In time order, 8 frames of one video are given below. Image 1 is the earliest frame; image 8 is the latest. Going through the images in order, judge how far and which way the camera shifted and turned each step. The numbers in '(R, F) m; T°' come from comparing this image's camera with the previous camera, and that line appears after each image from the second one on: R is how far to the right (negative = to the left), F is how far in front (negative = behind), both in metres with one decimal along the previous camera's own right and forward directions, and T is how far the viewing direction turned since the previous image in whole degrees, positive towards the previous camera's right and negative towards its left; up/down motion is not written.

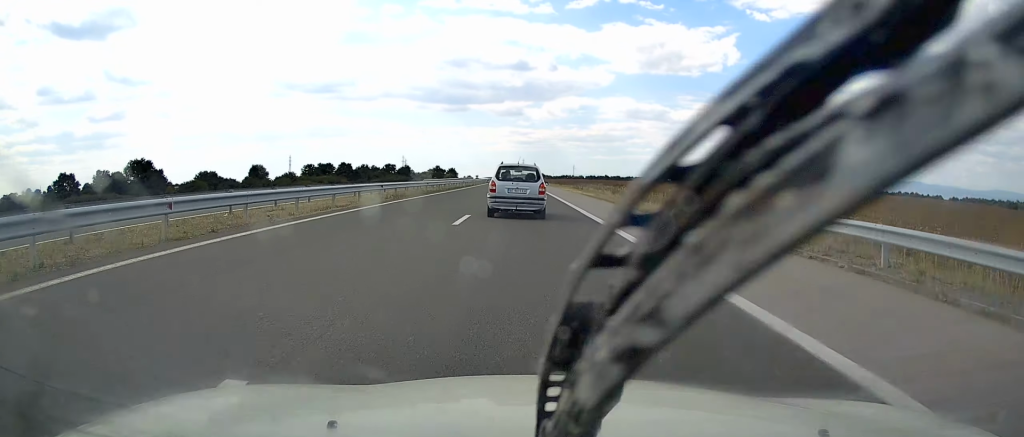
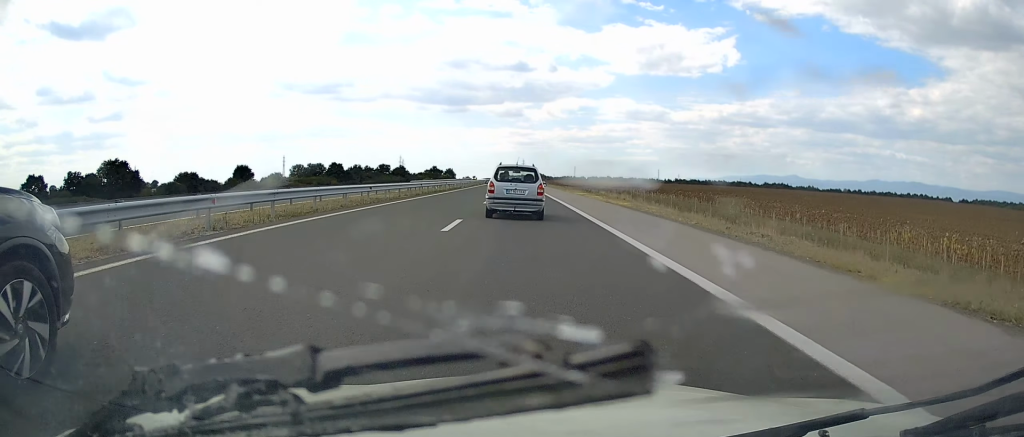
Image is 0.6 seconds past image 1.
(-0.2, +17.9) m; 0°
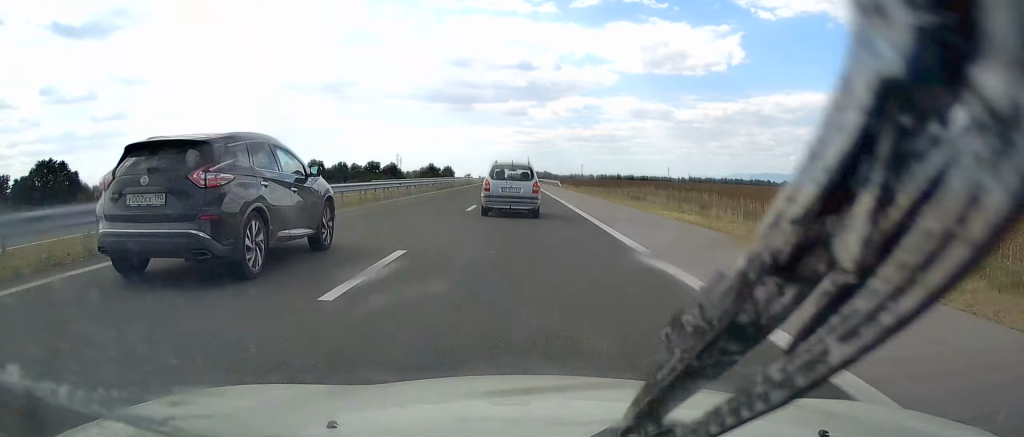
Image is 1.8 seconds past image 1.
(-0.2, +39.9) m; 0°
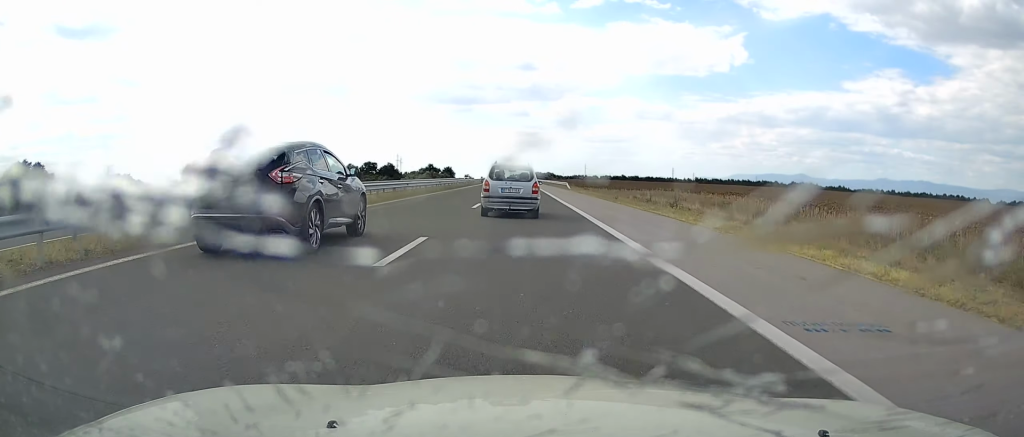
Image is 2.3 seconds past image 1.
(0.0, +13.6) m; 0°
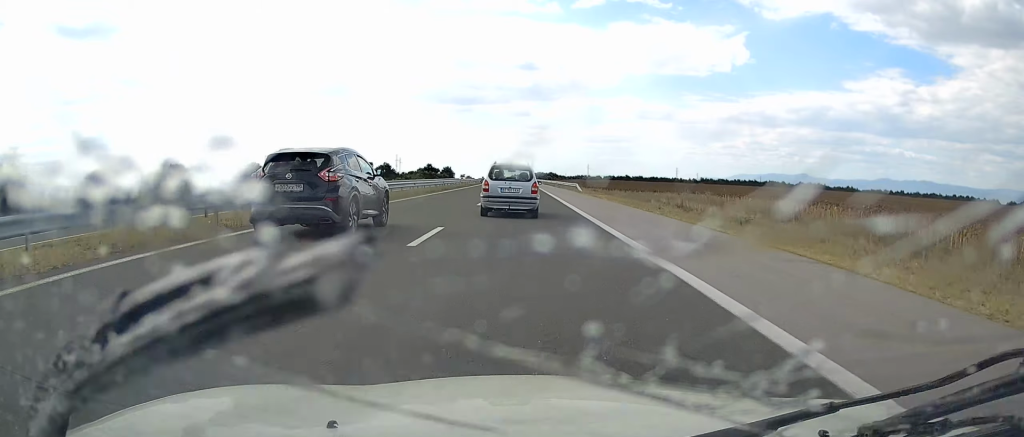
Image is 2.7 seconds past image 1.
(0.0, +13.6) m; 0°
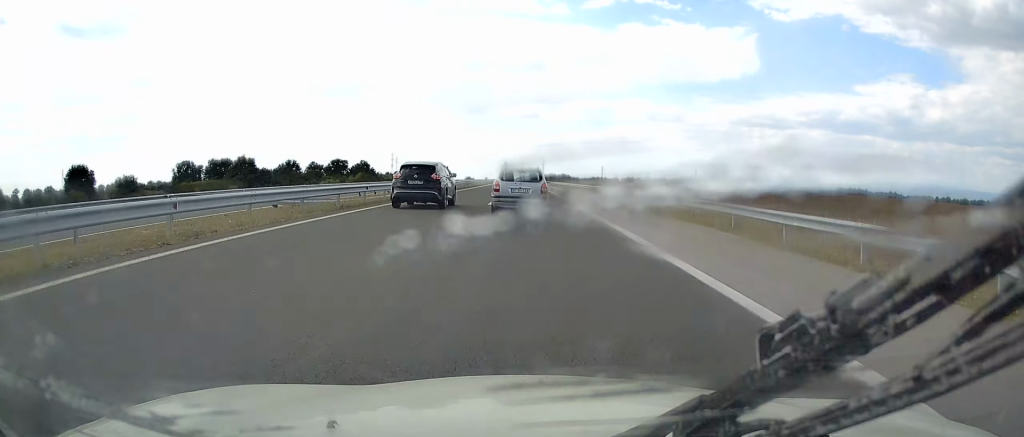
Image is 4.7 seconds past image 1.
(-0.3, +62.7) m; 0°
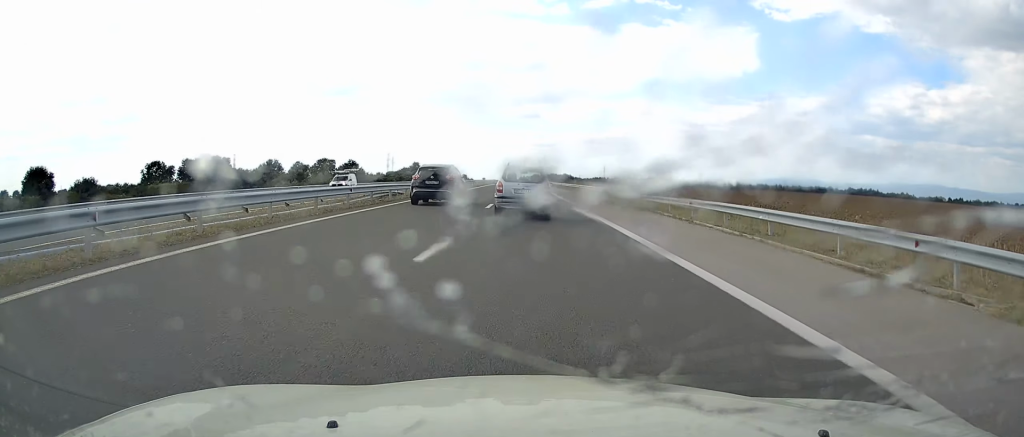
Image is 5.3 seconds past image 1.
(0.0, +18.8) m; 0°
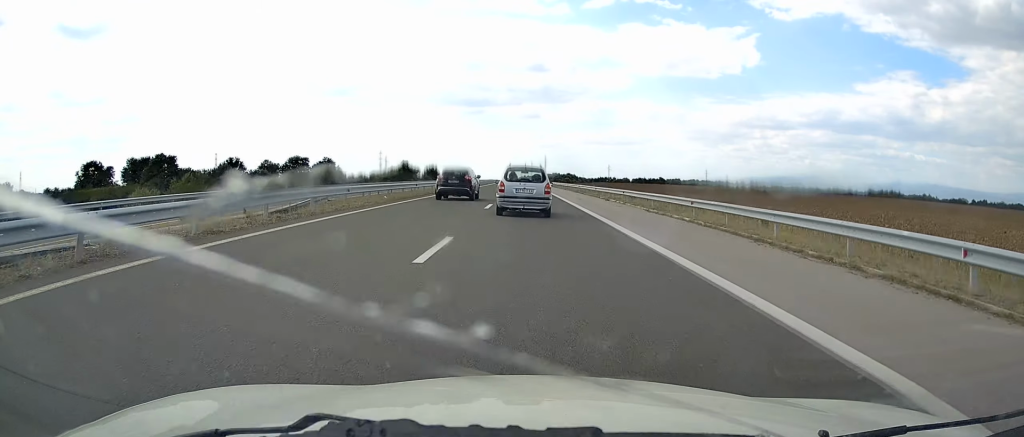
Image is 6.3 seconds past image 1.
(-0.4, +32.3) m; -1°
